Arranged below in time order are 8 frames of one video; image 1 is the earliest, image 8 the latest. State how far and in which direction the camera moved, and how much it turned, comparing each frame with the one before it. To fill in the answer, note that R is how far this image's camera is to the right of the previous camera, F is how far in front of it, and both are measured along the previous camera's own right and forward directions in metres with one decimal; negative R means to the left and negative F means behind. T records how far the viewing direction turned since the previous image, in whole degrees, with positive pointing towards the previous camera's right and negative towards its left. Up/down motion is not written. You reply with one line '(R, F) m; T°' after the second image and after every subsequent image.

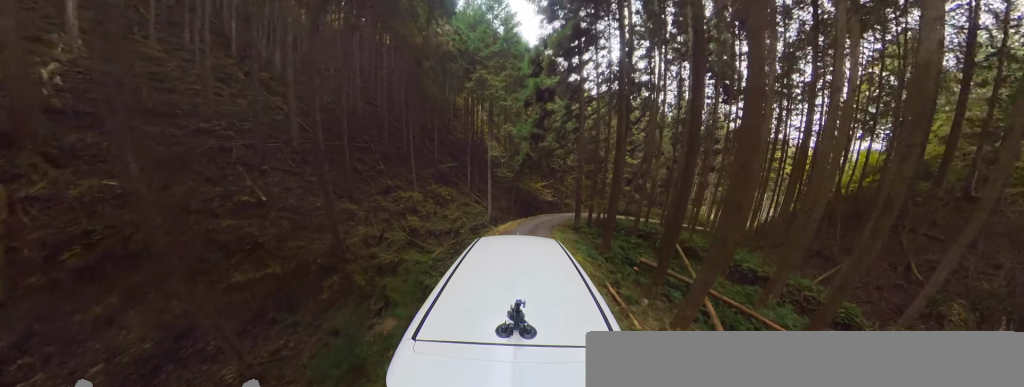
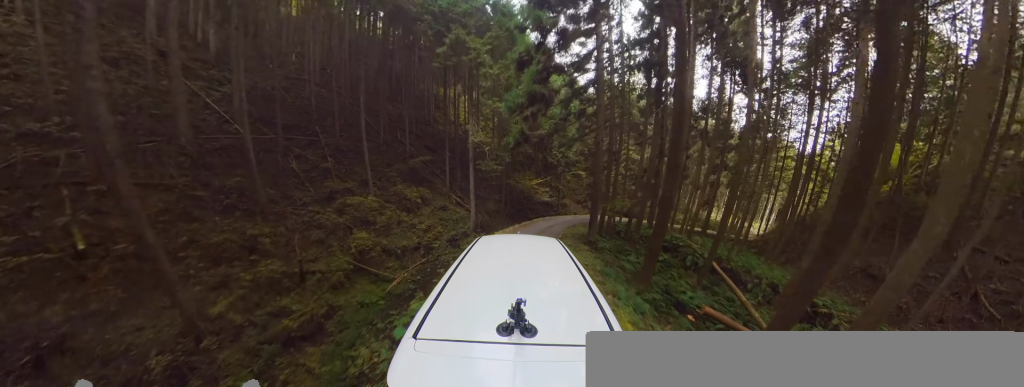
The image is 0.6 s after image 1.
(-0.8, +4.0) m; +7°
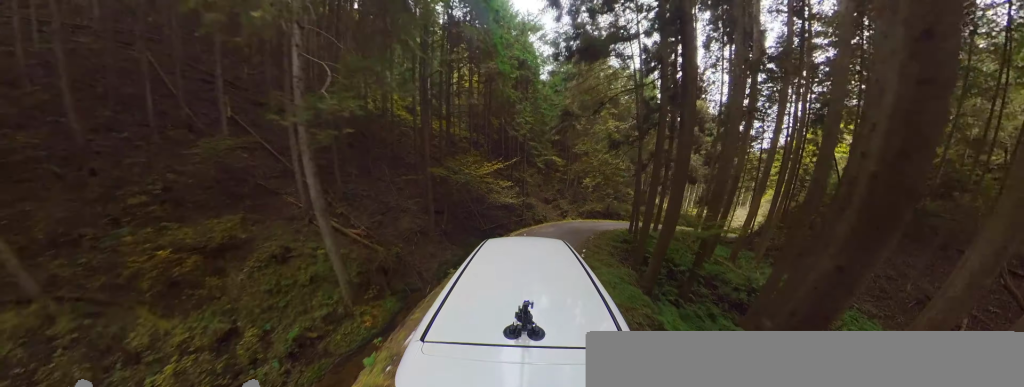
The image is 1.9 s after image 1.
(+3.4, +9.3) m; +31°
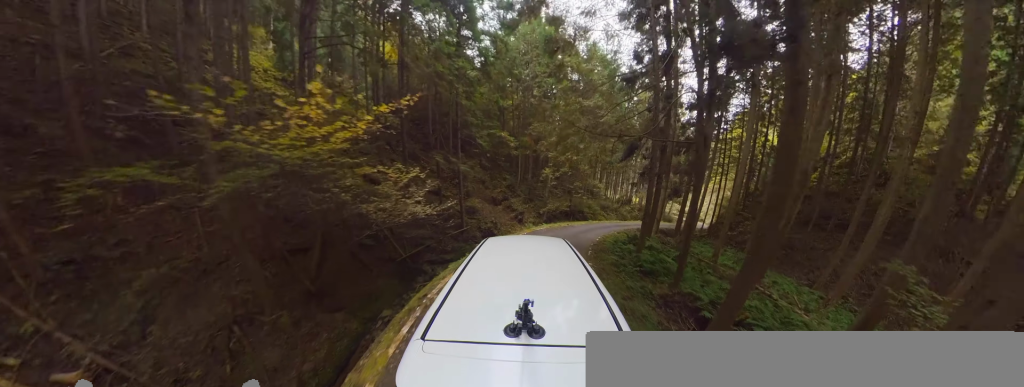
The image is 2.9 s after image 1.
(+1.1, +7.0) m; +20°
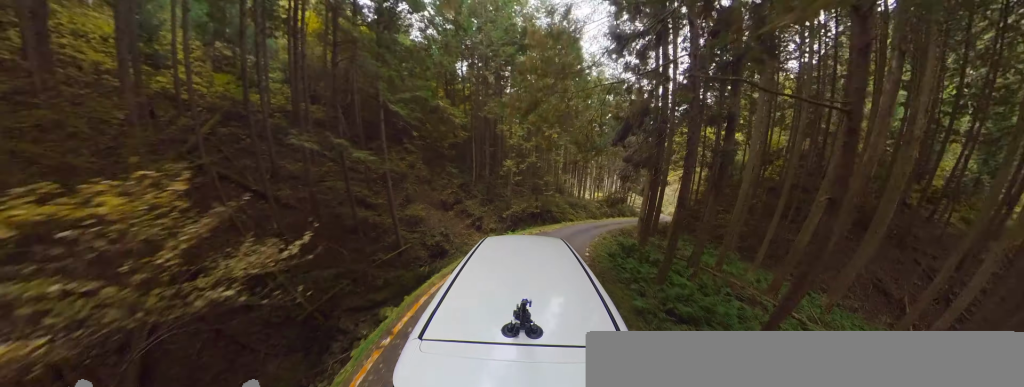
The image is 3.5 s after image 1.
(+0.5, +4.2) m; +12°
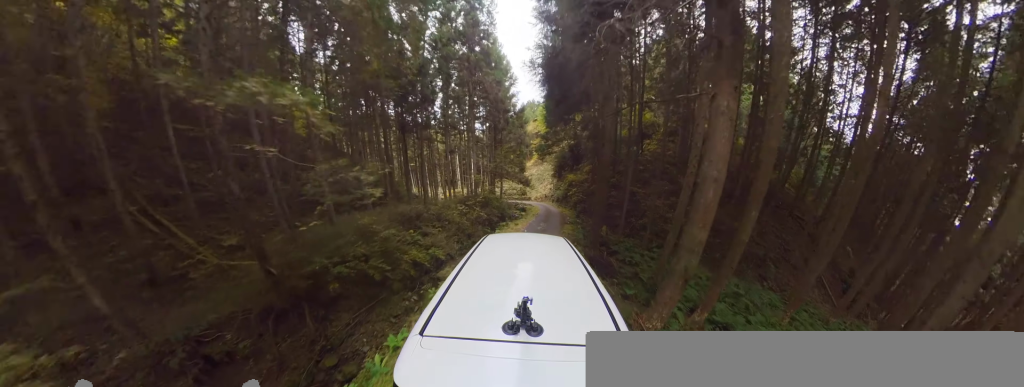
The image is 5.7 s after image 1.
(+0.8, +15.0) m; +10°
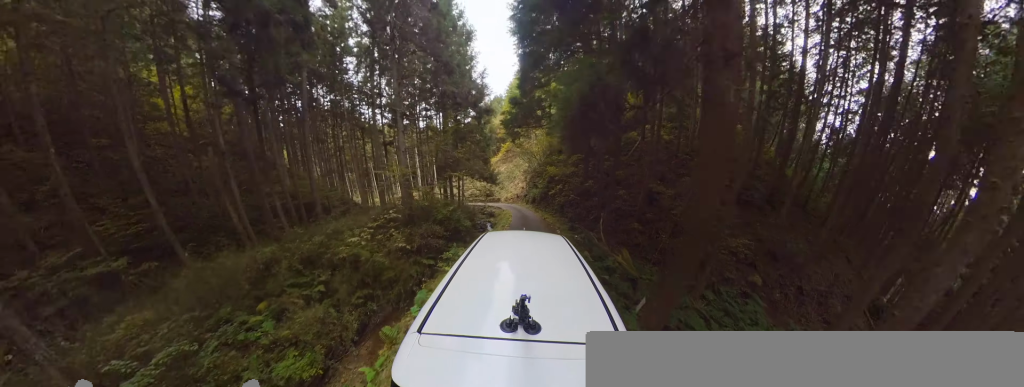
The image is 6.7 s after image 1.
(+1.4, +5.7) m; -1°
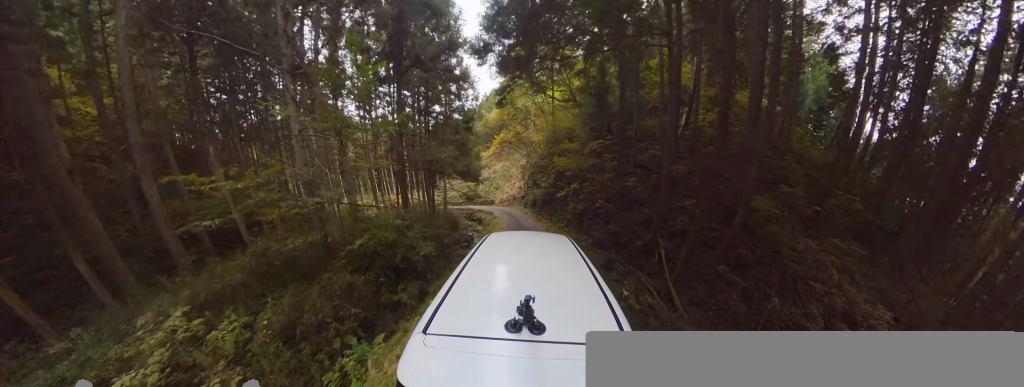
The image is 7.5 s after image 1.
(-1.3, +4.4) m; -10°
